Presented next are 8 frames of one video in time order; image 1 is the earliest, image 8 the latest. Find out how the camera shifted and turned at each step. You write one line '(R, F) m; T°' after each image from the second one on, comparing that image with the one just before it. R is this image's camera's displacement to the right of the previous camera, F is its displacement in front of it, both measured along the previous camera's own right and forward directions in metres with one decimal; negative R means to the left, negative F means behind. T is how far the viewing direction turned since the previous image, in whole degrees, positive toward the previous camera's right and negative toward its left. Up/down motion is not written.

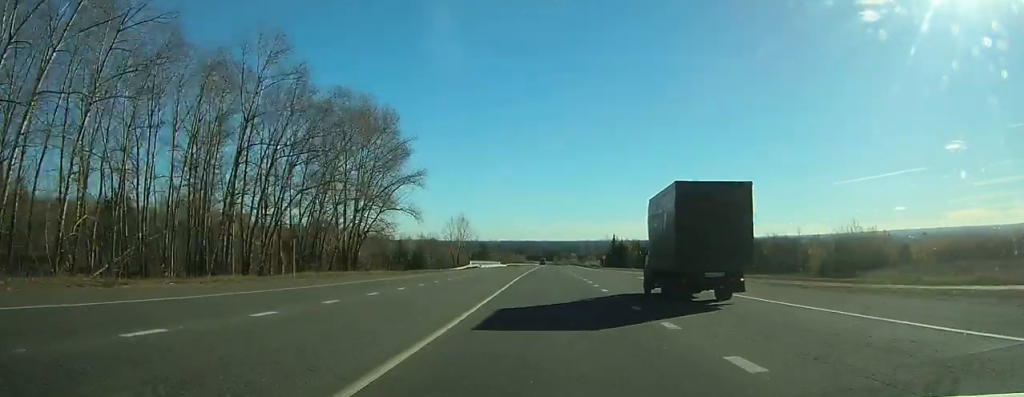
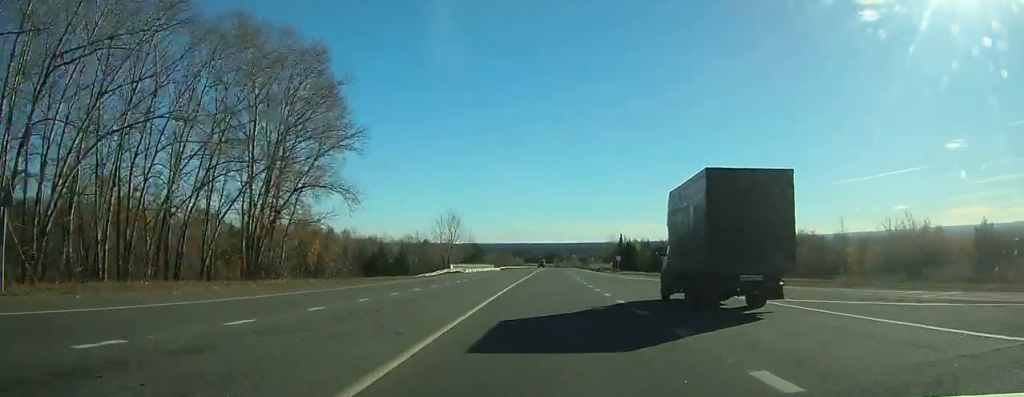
(0.0, +21.0) m; 0°
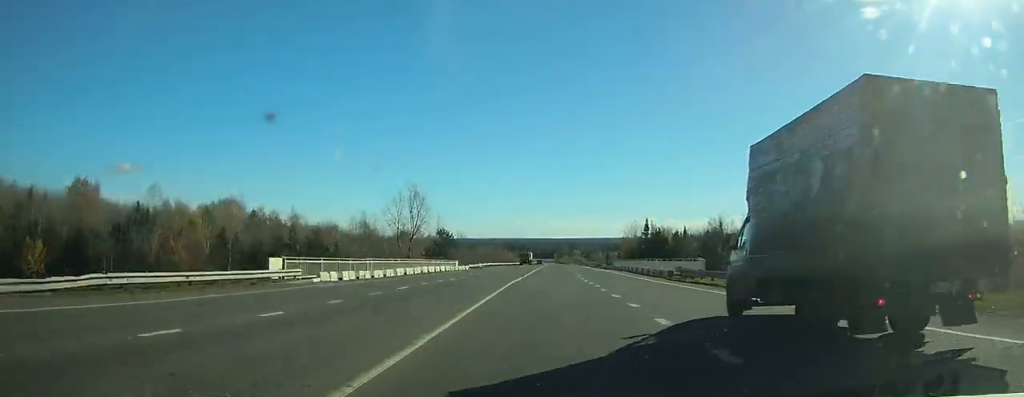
(-0.1, +54.7) m; 0°
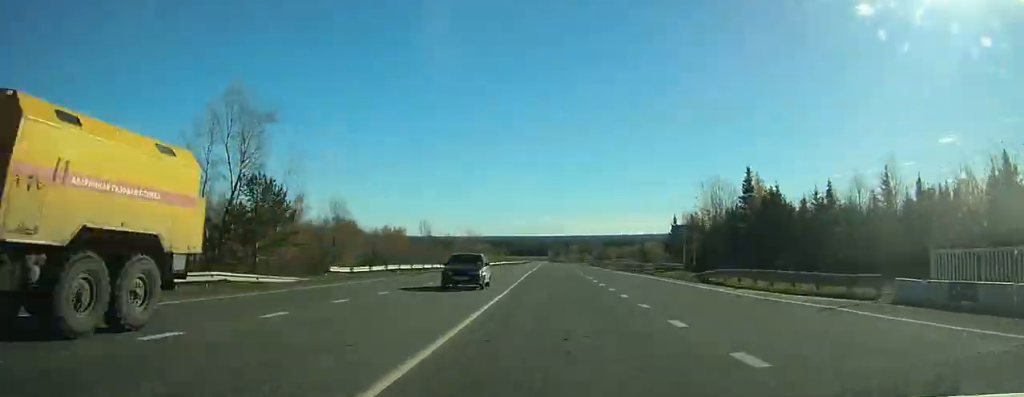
(-0.1, +80.3) m; 0°
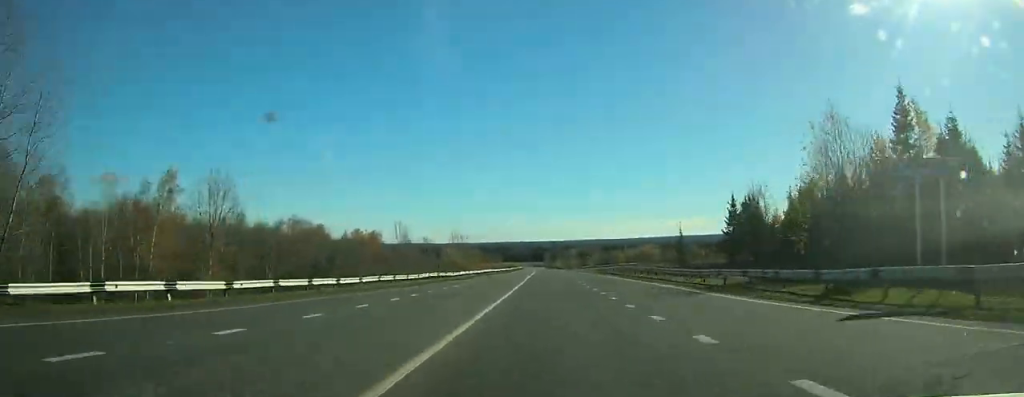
(+0.1, +33.9) m; 0°
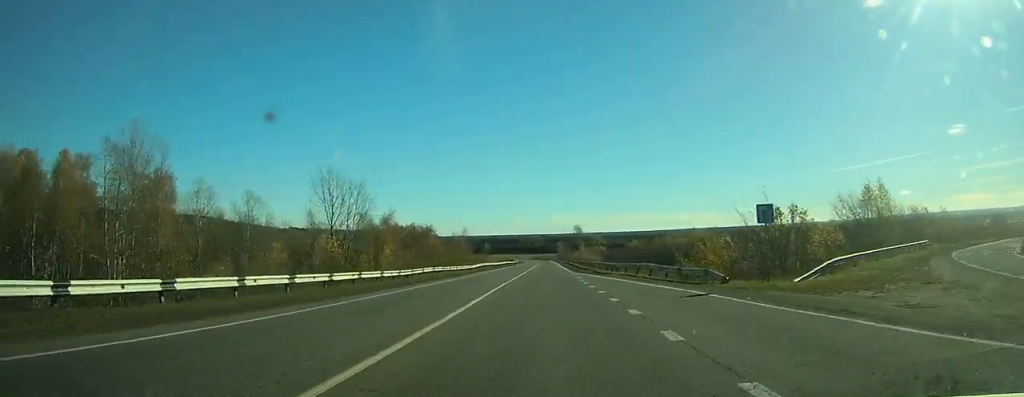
(+0.4, +137.2) m; 0°
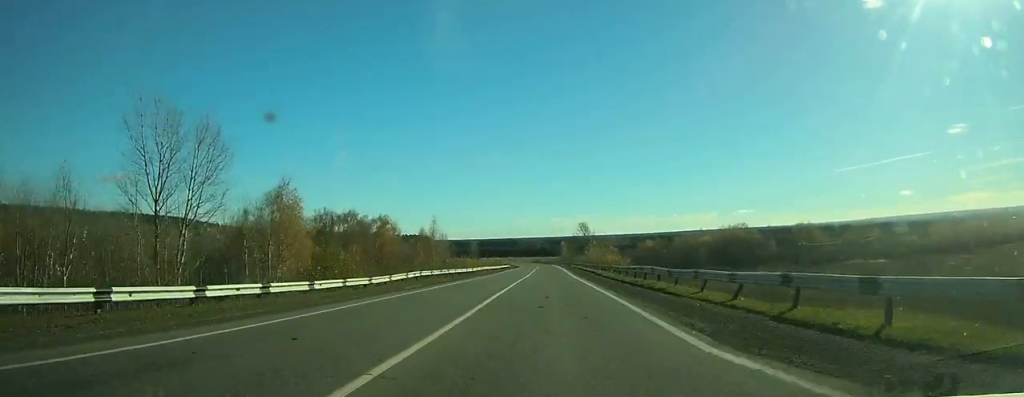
(-0.1, +37.5) m; 0°
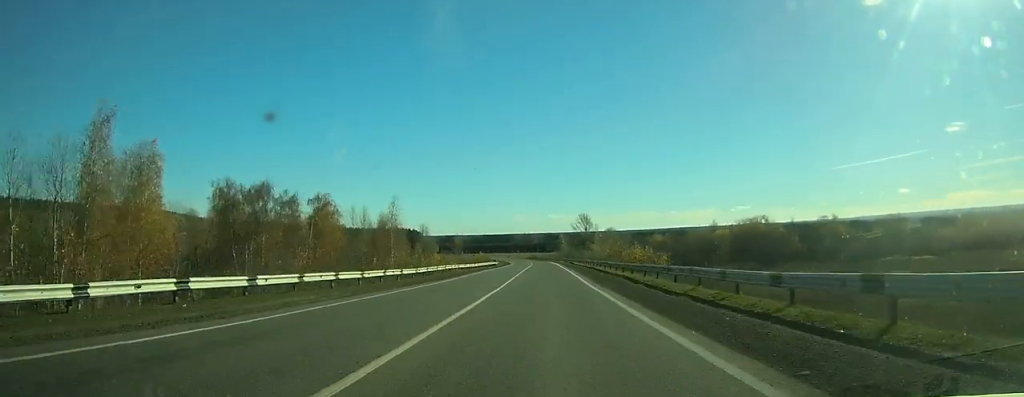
(0.0, +24.1) m; 0°
